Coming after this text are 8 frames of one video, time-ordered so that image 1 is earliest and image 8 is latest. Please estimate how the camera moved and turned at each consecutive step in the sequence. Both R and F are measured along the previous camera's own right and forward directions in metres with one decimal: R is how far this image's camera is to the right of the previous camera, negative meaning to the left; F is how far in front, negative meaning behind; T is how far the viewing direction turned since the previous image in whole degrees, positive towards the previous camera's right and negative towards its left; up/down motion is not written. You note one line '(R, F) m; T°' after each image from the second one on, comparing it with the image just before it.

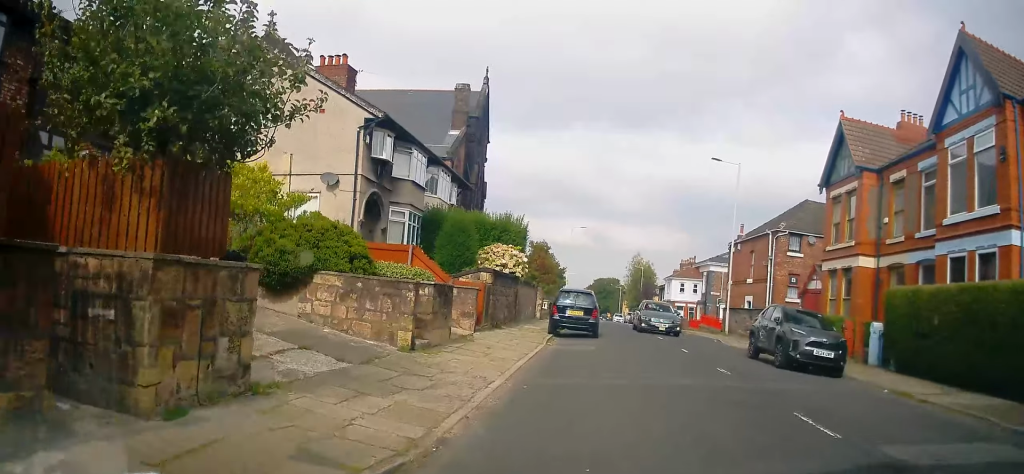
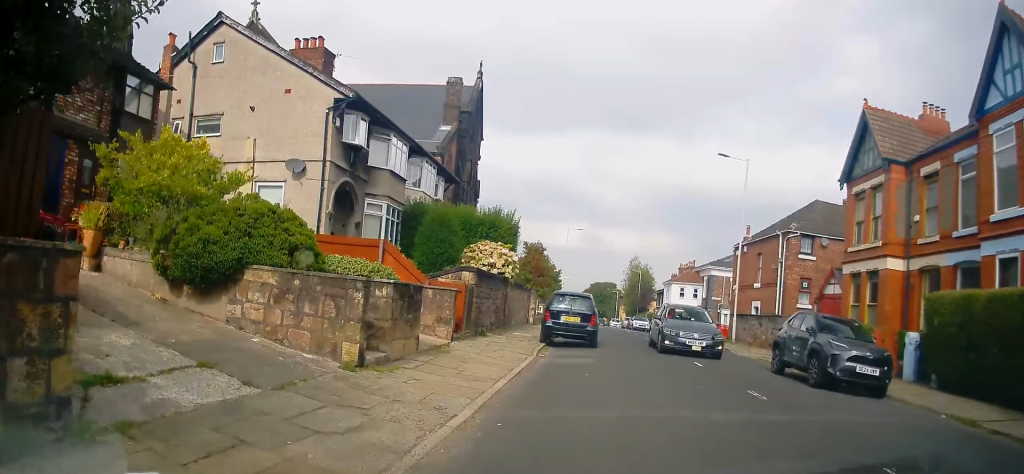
(0.0, +2.6) m; +2°
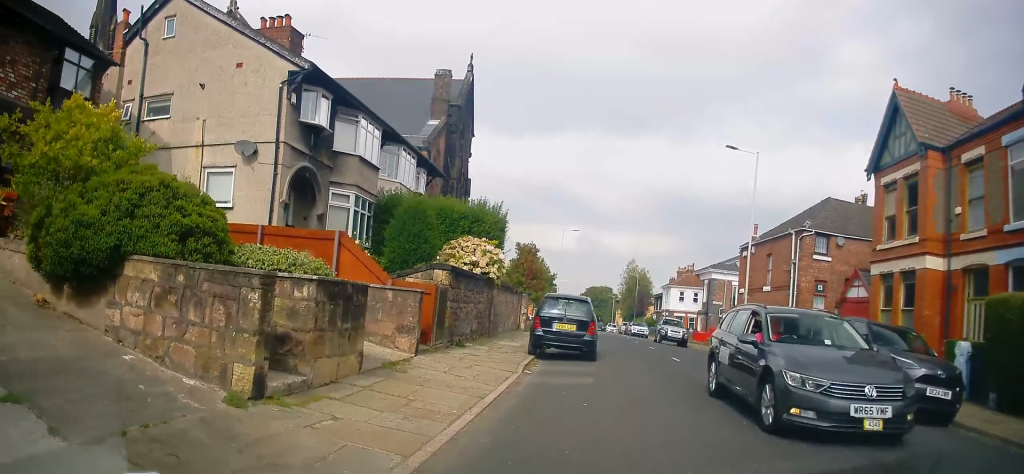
(-0.1, +2.9) m; +3°
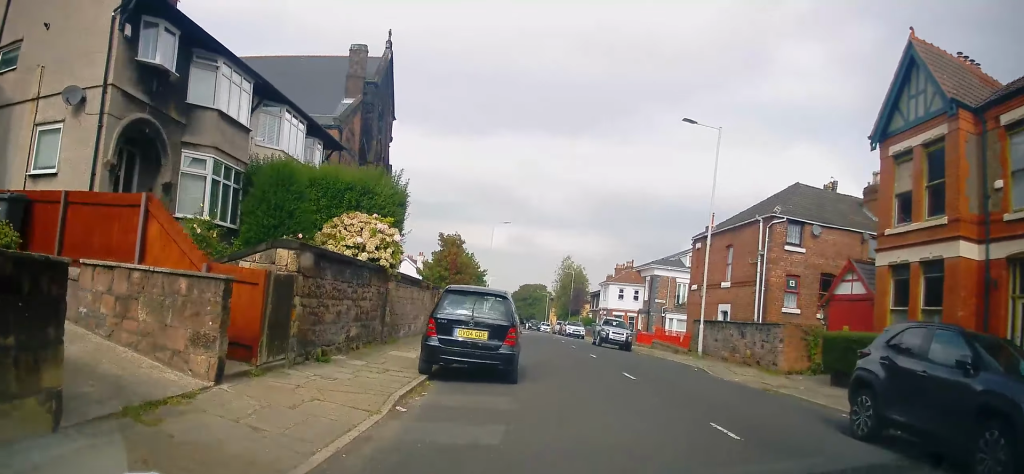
(+0.3, +4.6) m; +4°
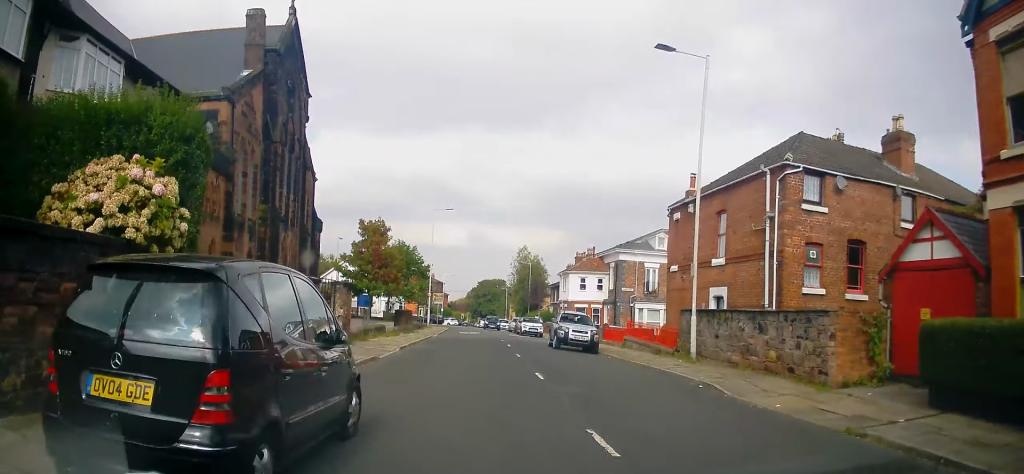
(0.0, +6.7) m; -2°
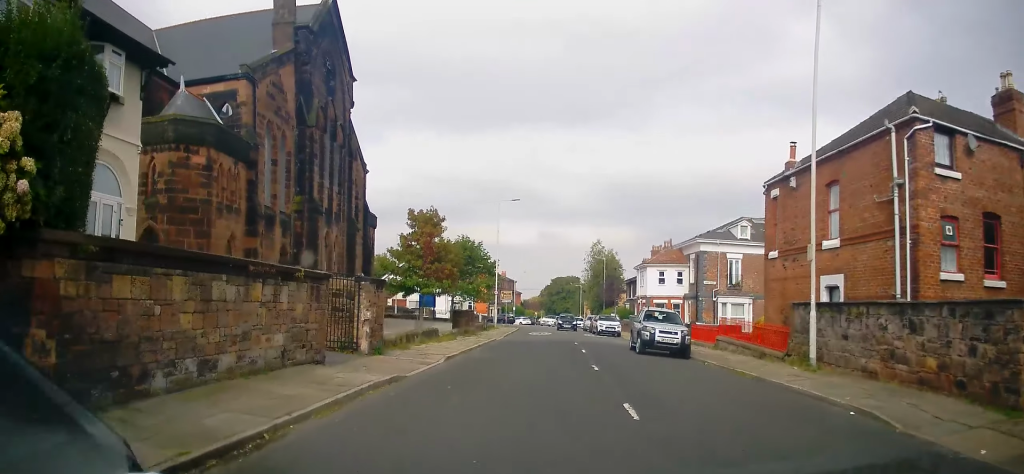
(+0.1, +4.0) m; -4°
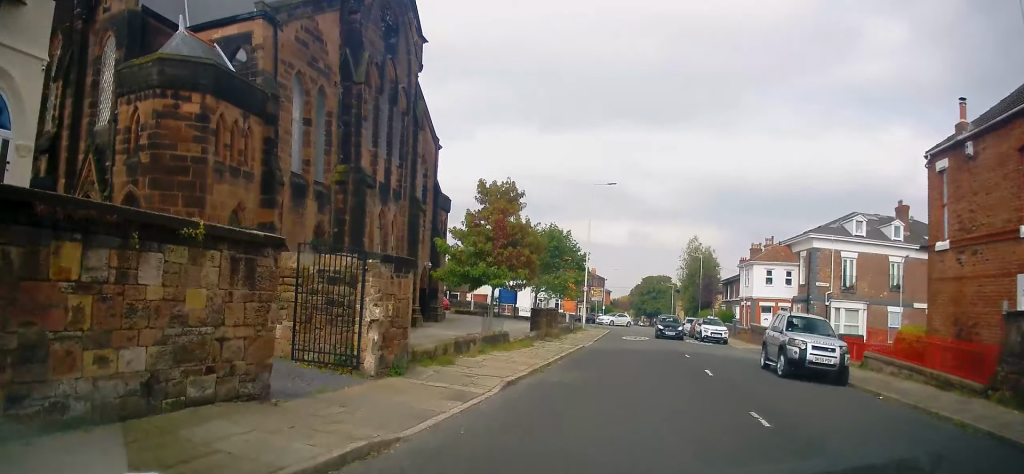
(-0.5, +6.1) m; -7°
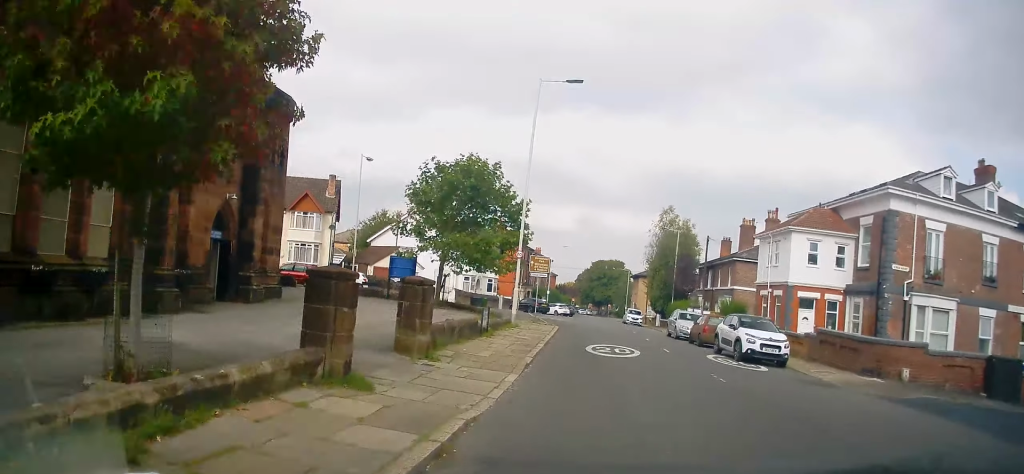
(+0.5, +17.3) m; +5°
